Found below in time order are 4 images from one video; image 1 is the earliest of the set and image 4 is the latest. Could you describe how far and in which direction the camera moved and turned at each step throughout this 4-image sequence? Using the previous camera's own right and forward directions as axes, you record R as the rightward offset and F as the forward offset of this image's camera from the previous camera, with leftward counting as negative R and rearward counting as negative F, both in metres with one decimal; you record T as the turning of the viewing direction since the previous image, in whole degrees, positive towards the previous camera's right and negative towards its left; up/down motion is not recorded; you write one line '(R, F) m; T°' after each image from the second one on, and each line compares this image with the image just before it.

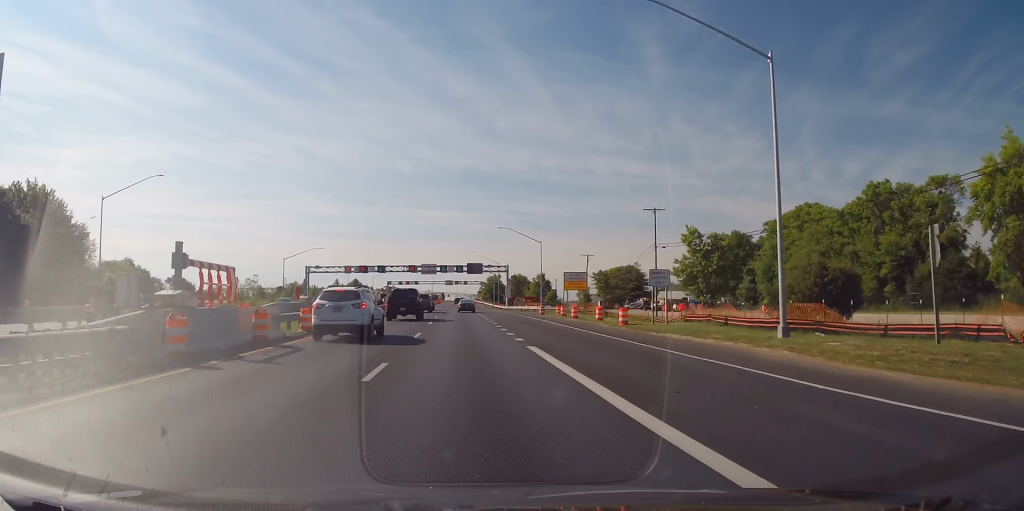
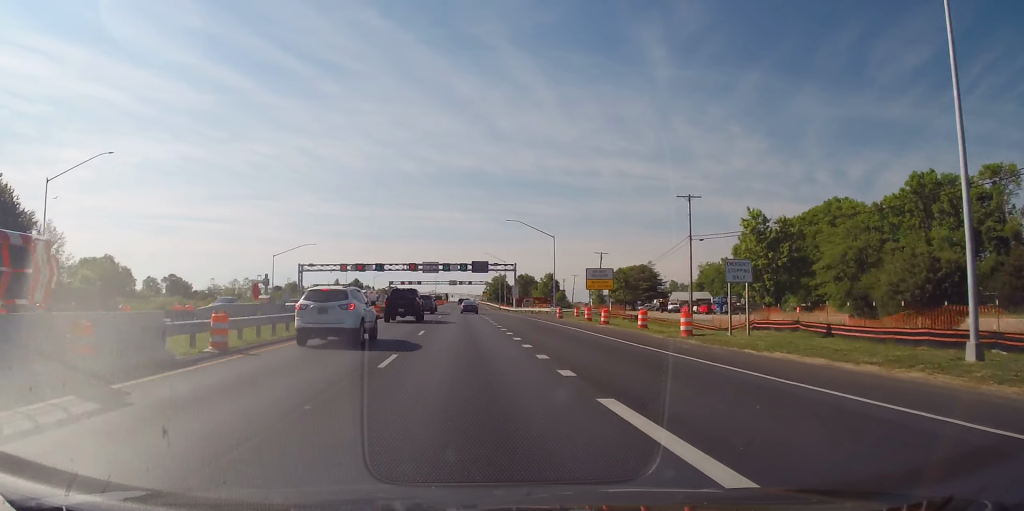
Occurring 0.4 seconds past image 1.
(0.0, +9.9) m; 0°
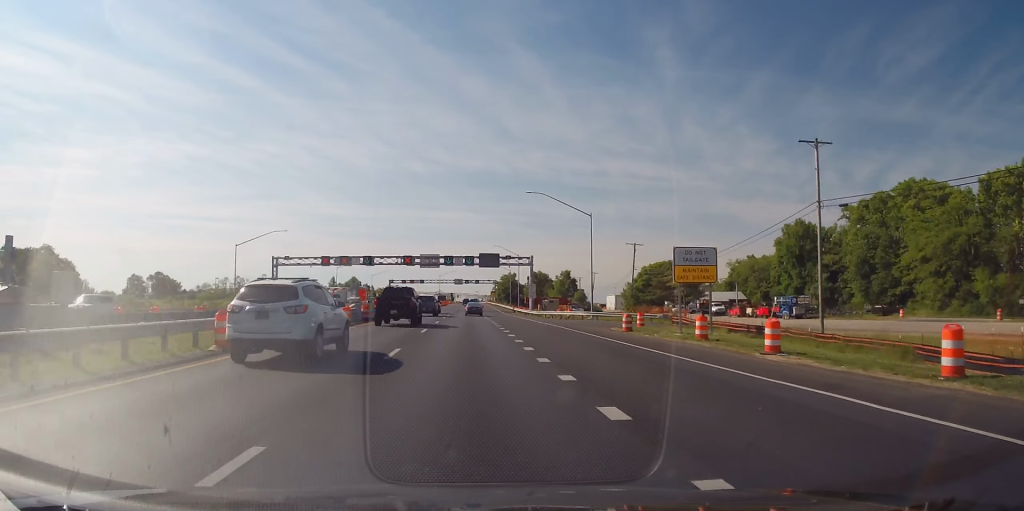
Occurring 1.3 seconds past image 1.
(+0.2, +22.8) m; -1°
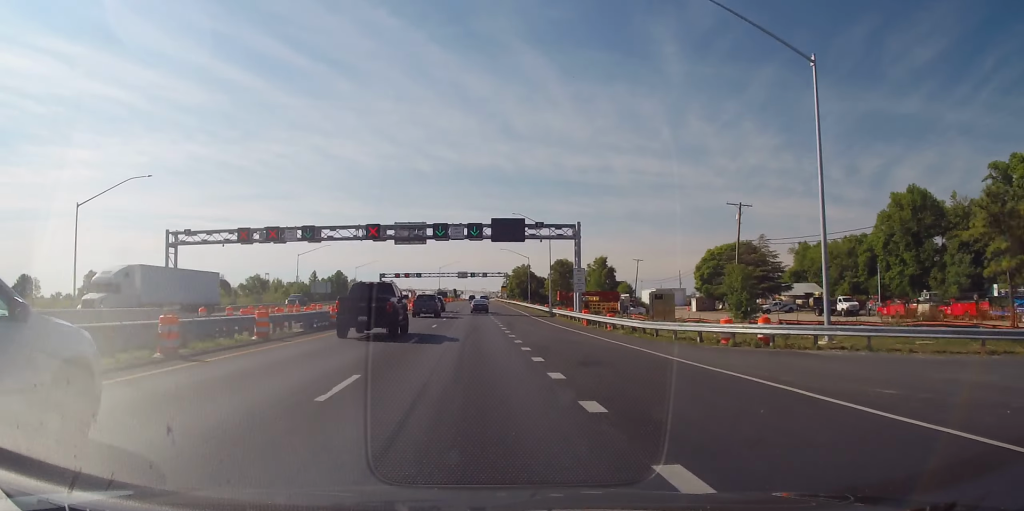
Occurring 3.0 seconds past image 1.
(-1.0, +43.3) m; -2°
